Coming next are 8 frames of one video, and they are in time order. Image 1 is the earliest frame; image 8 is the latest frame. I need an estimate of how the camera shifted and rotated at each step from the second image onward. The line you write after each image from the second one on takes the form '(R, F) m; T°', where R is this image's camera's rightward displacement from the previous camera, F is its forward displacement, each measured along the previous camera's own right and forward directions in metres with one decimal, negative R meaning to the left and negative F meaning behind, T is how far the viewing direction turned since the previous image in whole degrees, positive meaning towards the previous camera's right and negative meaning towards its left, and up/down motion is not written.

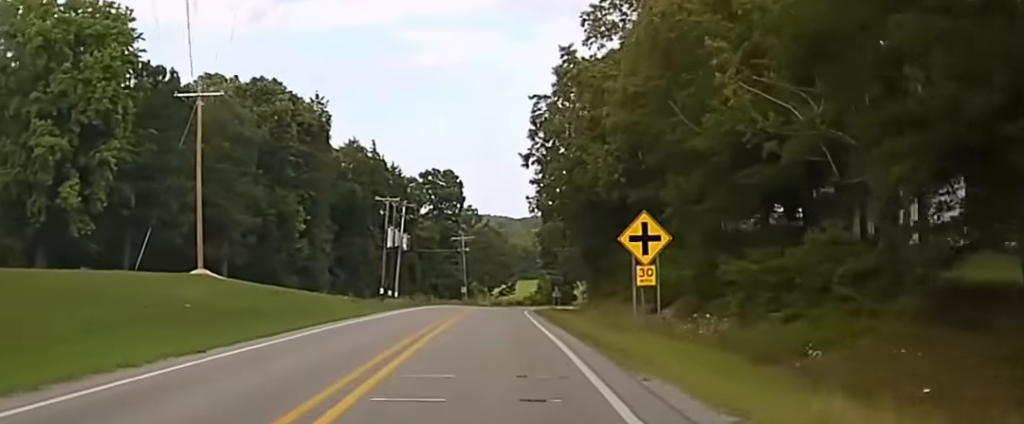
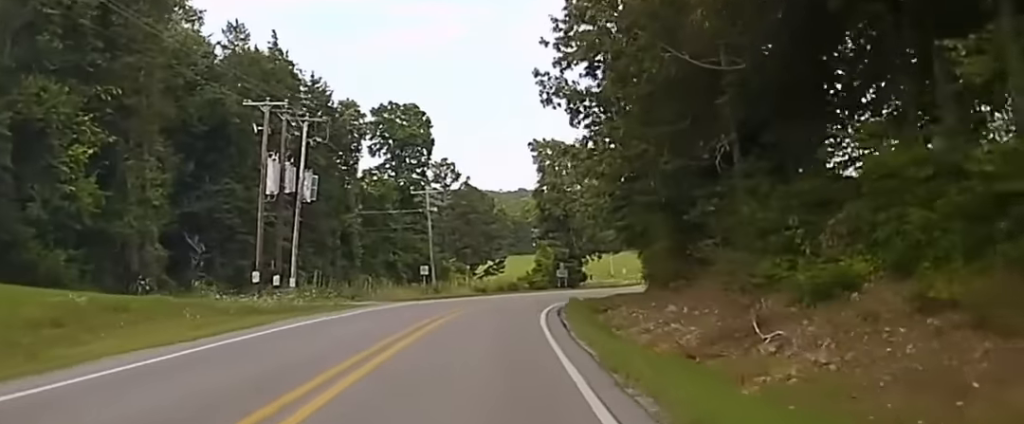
(-0.2, +47.6) m; +1°
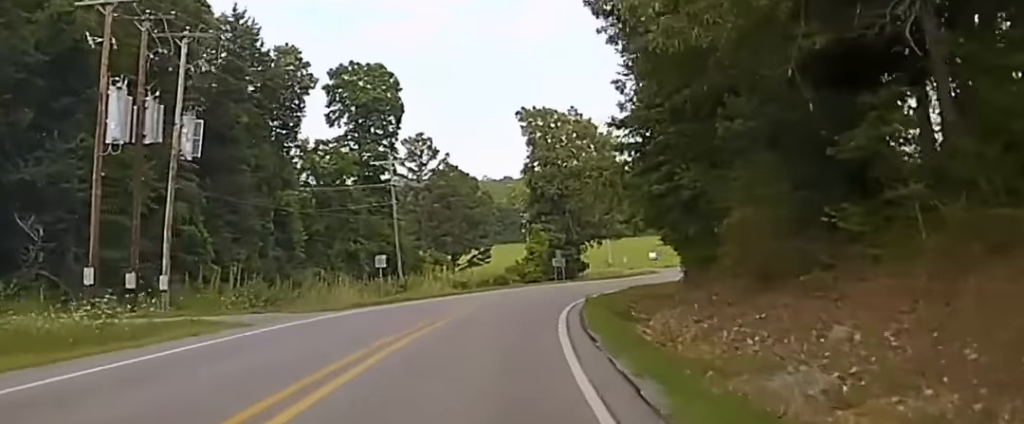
(+0.3, +20.0) m; +1°
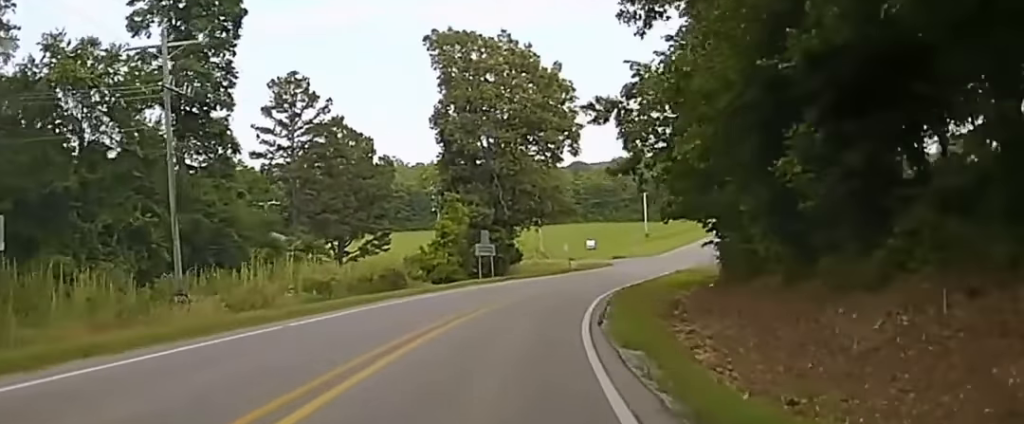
(+0.6, +37.5) m; +3°
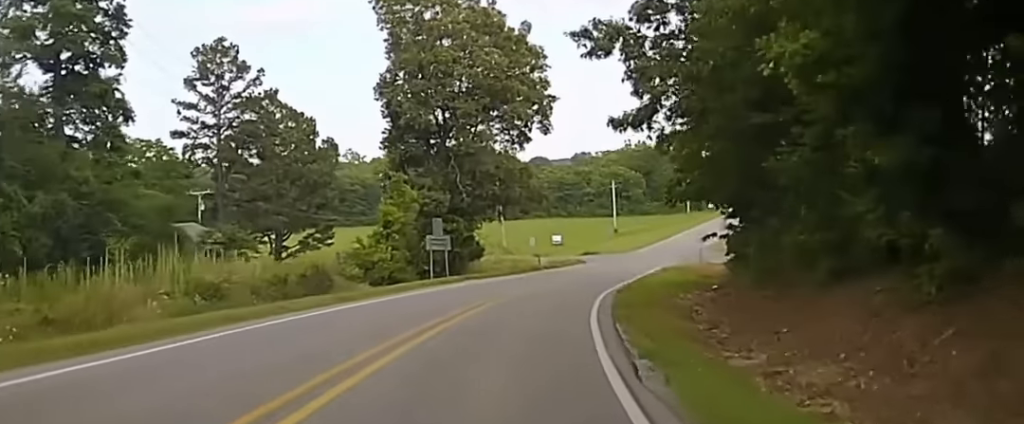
(+0.4, +14.0) m; +2°
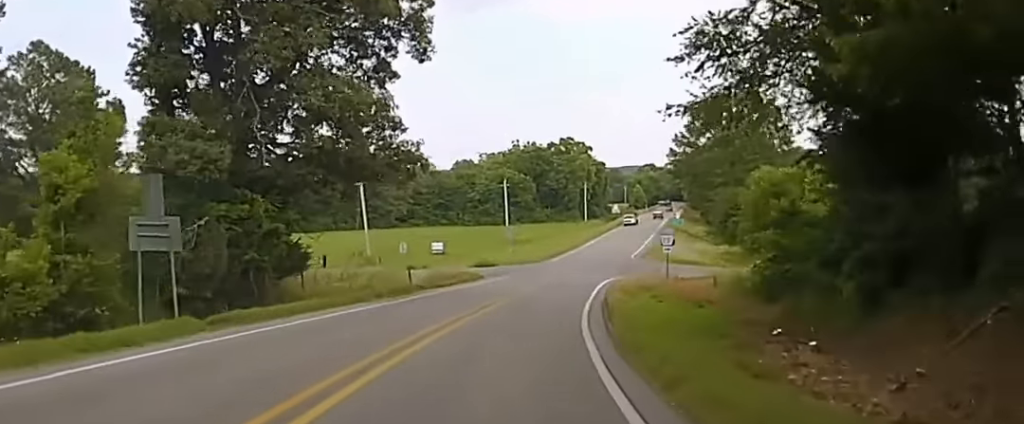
(+1.8, +32.5) m; +7°
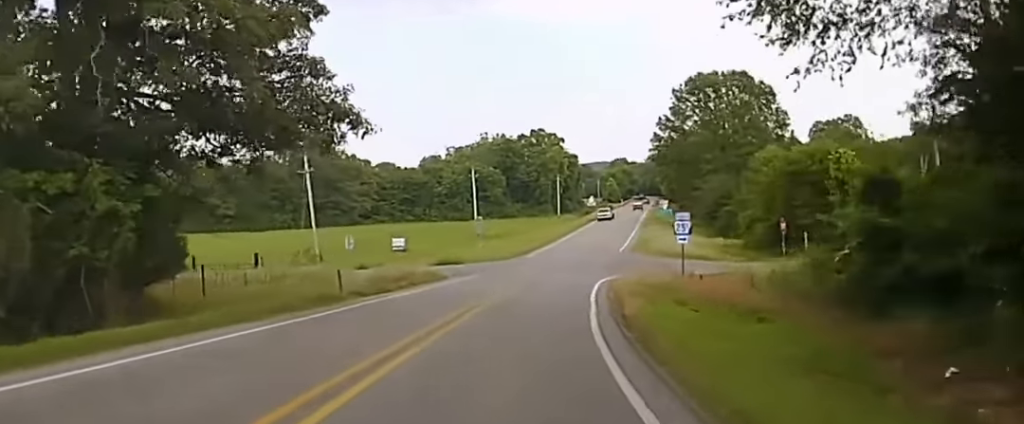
(+0.4, +14.0) m; +3°
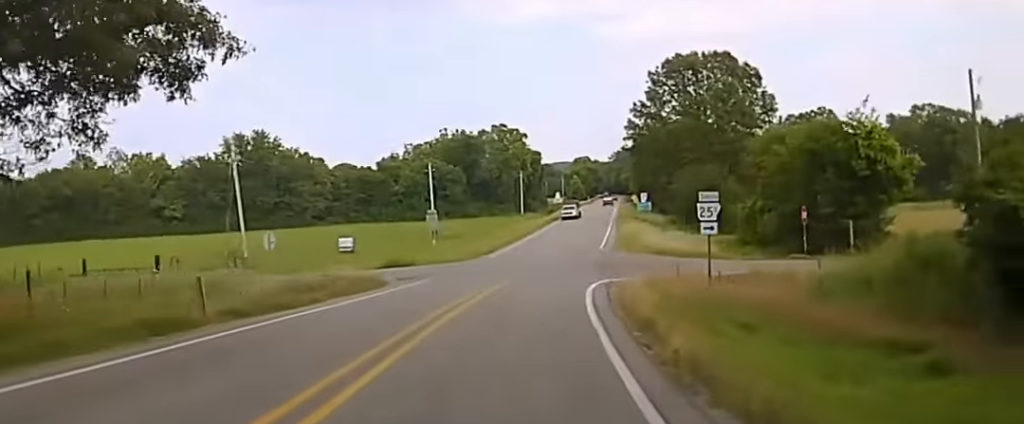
(+0.4, +11.9) m; +2°
